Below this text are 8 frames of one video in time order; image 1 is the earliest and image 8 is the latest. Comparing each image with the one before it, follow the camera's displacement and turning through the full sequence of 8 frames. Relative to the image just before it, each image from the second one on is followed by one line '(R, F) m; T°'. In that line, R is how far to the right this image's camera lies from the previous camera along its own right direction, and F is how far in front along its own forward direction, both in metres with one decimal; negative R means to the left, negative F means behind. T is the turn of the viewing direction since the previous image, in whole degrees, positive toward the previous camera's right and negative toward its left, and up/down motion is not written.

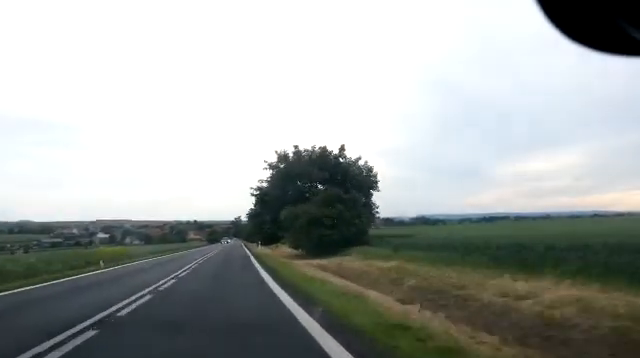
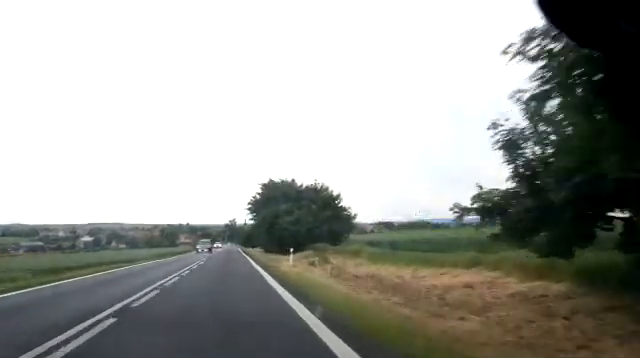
(+0.2, +34.8) m; 0°
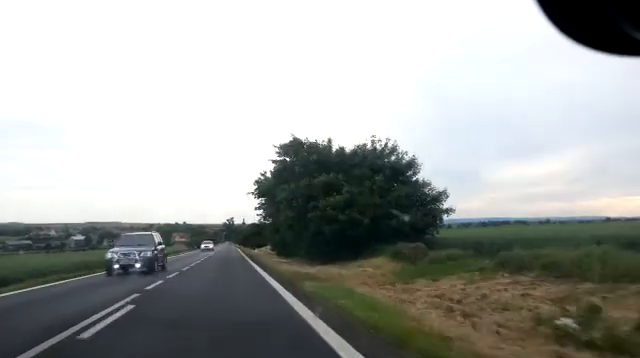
(-0.2, +21.1) m; -1°
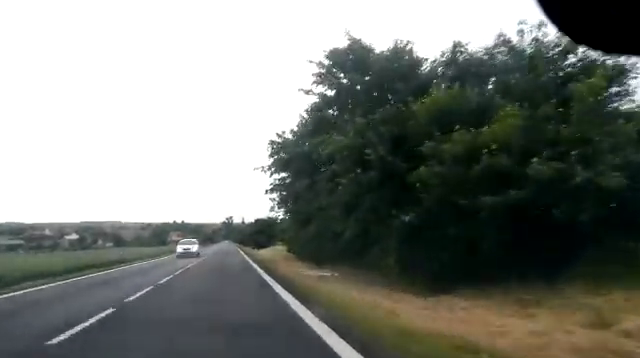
(+0.1, +15.3) m; 0°
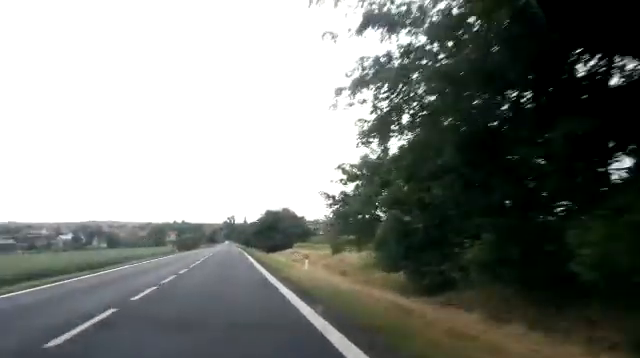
(-0.2, +21.9) m; 0°
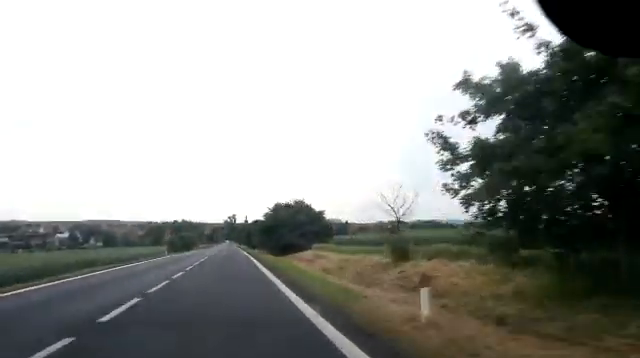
(0.0, +11.4) m; 0°
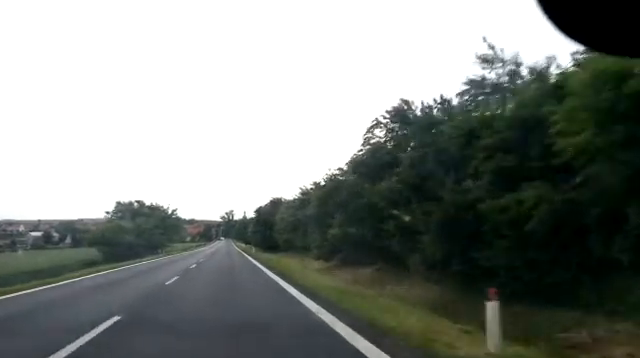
(+0.2, +50.5) m; +1°
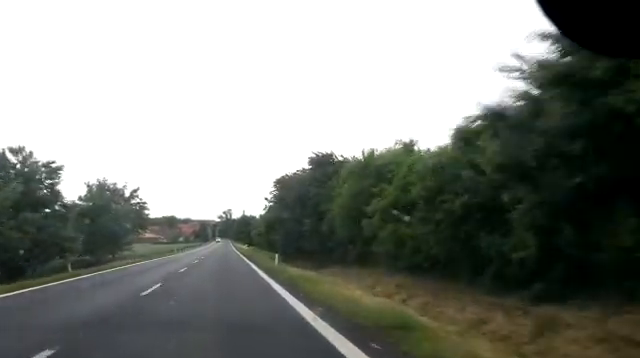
(+0.3, +28.3) m; +1°
